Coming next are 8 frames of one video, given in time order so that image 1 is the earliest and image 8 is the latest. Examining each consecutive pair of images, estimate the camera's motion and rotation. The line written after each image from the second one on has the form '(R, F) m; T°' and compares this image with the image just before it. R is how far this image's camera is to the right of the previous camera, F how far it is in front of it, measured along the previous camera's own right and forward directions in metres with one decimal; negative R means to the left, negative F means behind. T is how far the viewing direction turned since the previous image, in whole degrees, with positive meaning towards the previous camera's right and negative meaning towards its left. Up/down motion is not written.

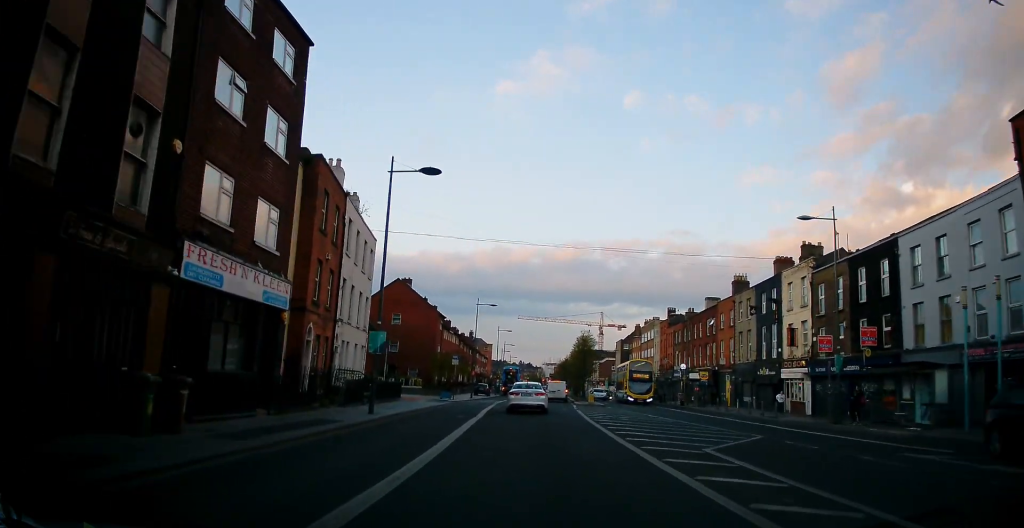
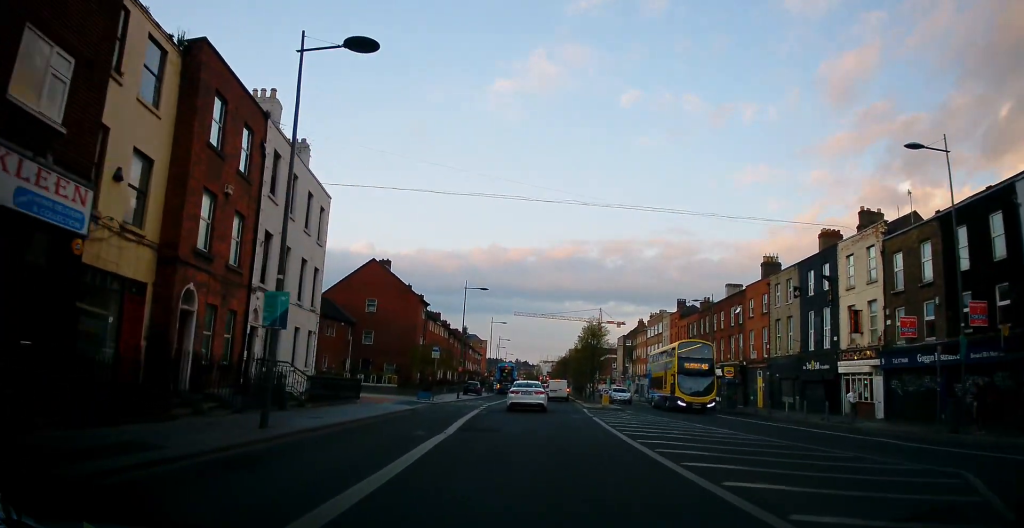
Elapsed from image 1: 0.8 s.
(+0.2, +8.7) m; +2°
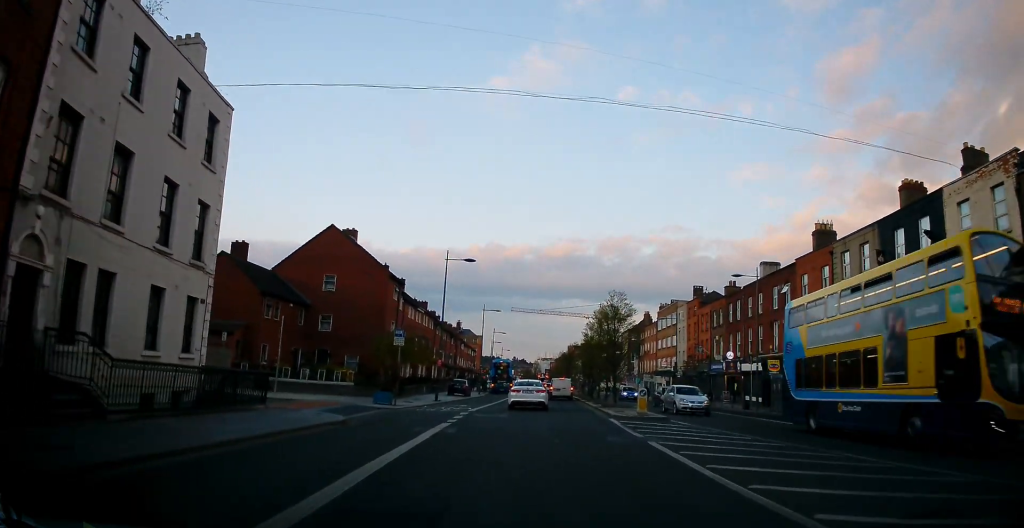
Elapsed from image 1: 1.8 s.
(0.0, +10.7) m; -1°
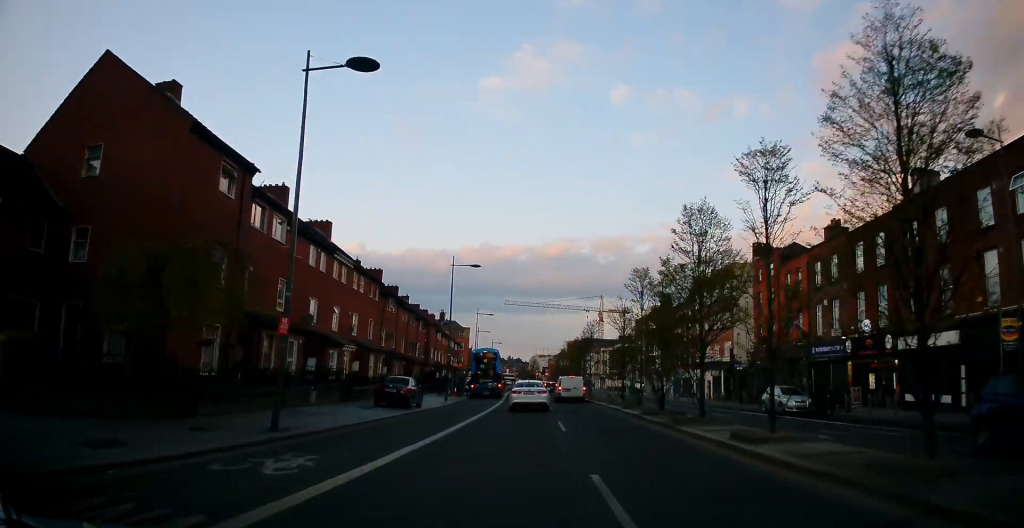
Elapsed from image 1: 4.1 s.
(-0.4, +25.0) m; 0°
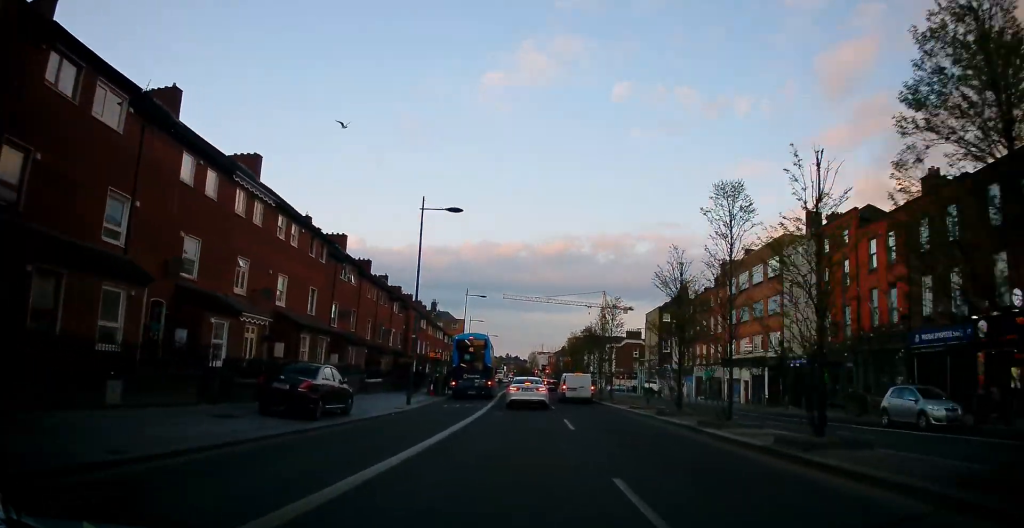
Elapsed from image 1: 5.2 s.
(+0.3, +12.8) m; +1°
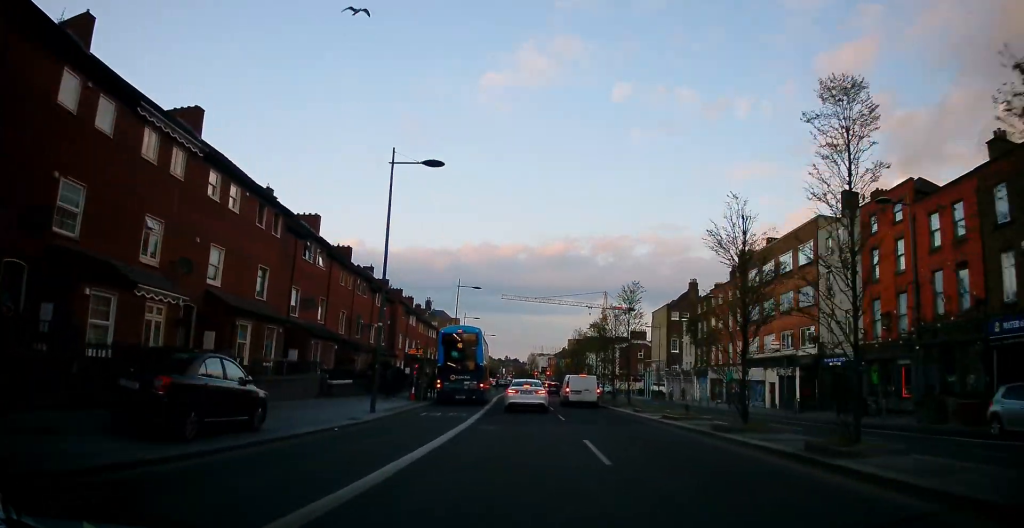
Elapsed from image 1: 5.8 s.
(0.0, +6.5) m; -1°
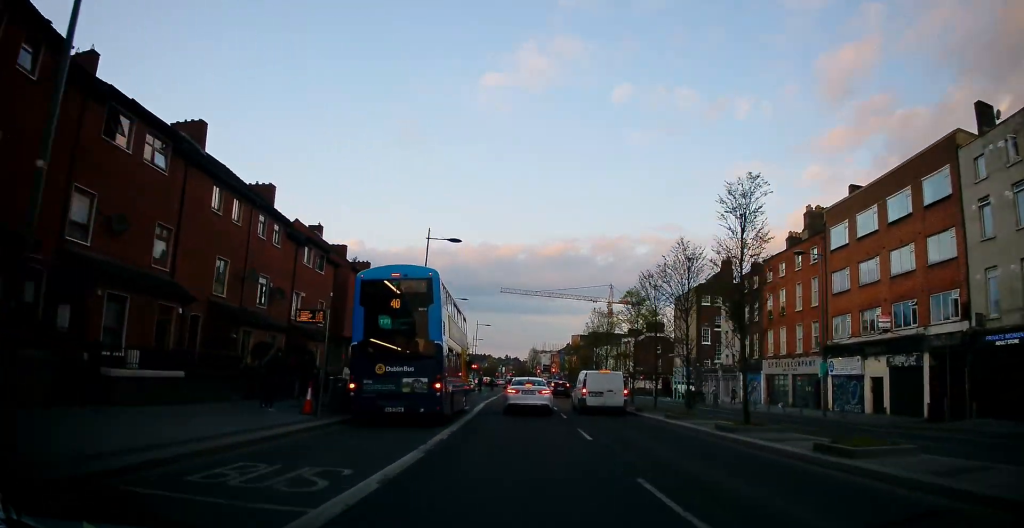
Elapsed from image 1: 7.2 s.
(-0.6, +16.8) m; -2°
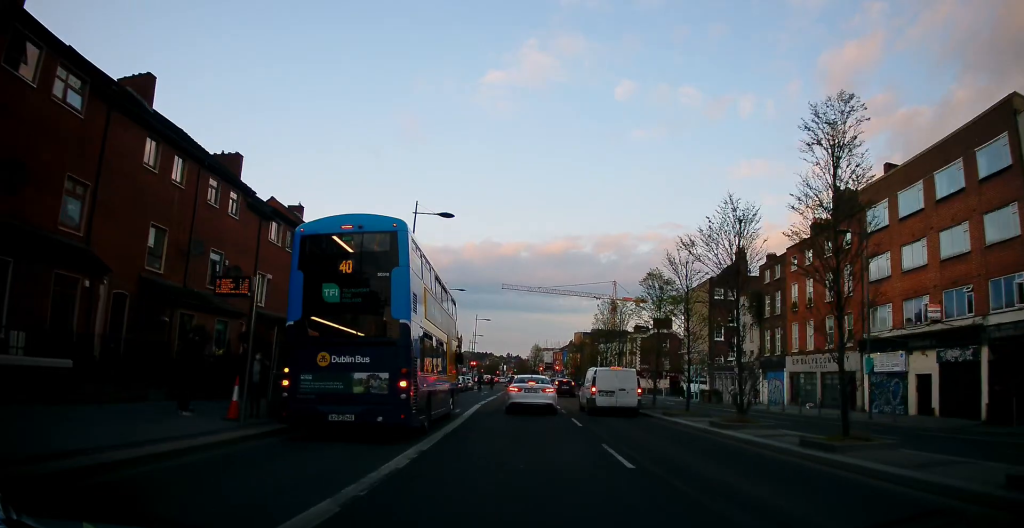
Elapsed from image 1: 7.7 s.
(0.0, +5.2) m; +1°
